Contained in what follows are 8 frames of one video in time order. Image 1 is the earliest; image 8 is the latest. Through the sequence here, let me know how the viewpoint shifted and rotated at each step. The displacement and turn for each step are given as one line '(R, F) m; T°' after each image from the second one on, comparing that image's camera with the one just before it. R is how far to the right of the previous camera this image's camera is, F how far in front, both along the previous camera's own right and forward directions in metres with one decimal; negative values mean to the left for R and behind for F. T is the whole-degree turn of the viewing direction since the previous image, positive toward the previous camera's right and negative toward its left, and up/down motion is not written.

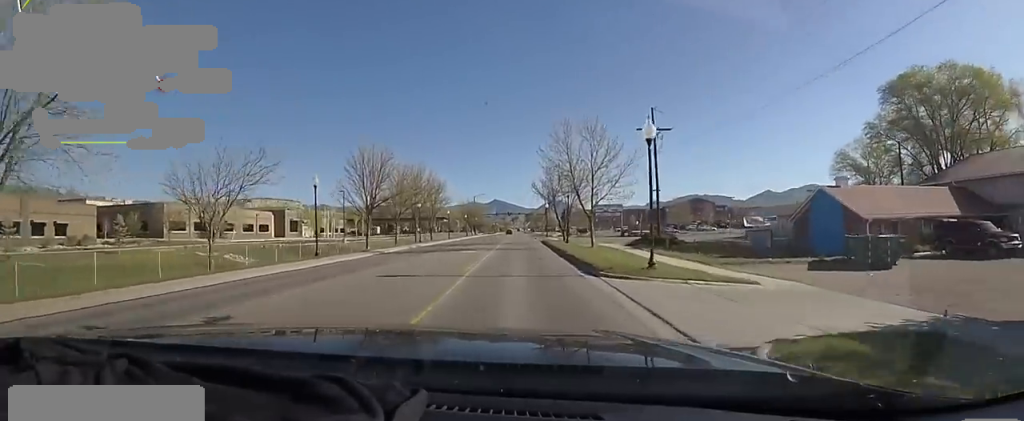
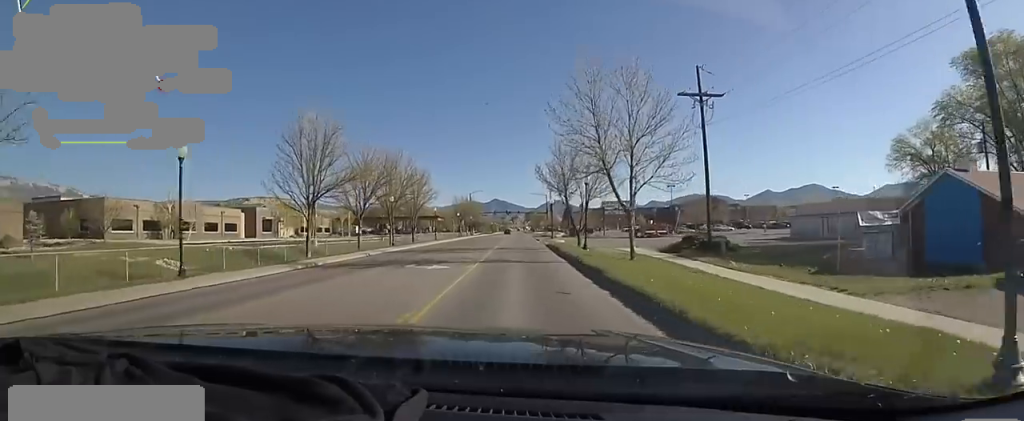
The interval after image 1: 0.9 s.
(0.0, +10.9) m; 0°
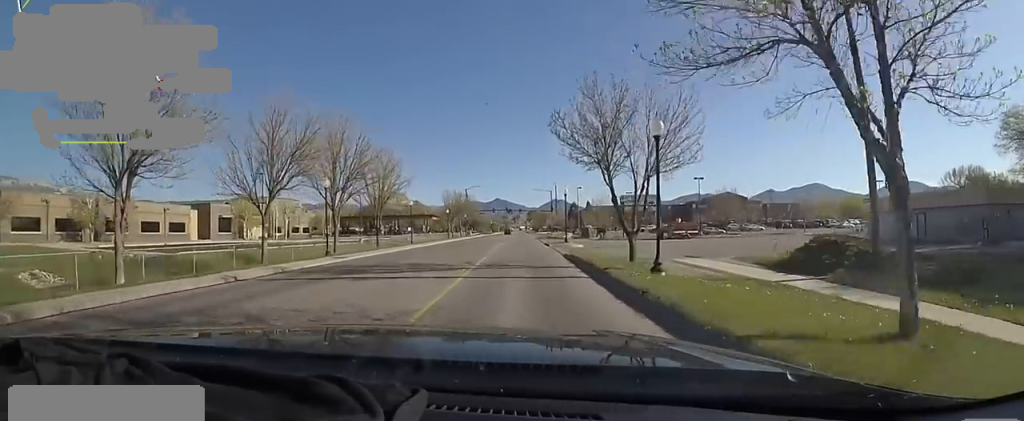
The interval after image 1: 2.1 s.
(0.0, +14.4) m; 0°
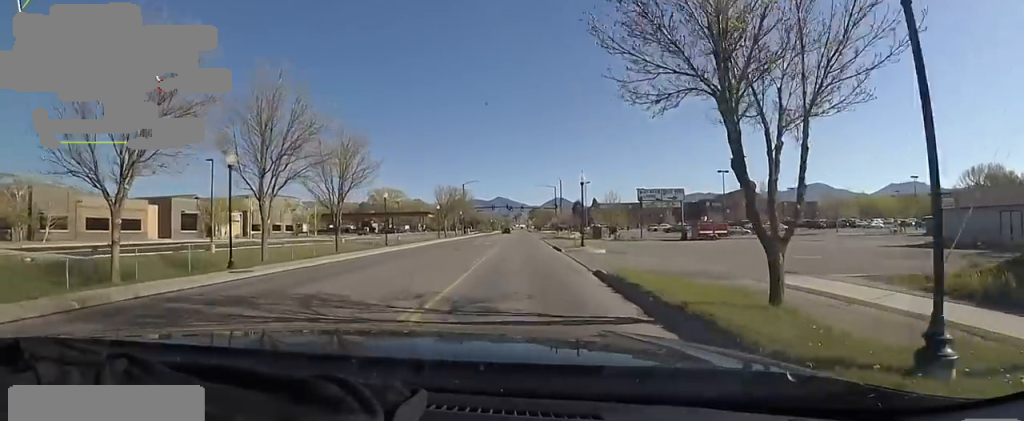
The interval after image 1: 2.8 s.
(0.0, +9.5) m; 0°
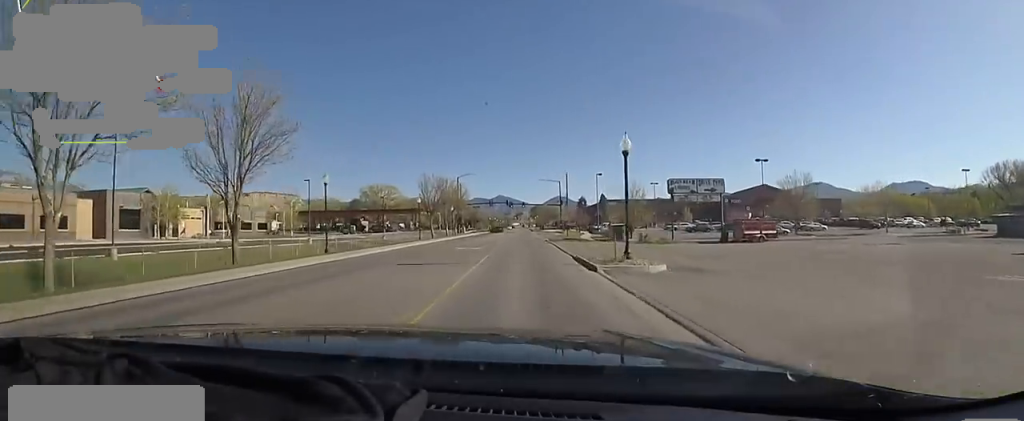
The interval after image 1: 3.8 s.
(0.0, +12.0) m; 0°
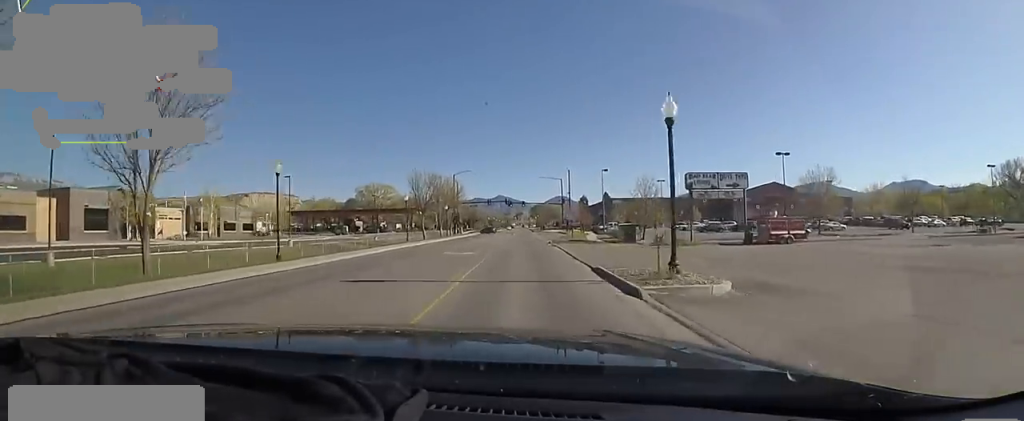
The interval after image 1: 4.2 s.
(0.0, +5.4) m; 0°
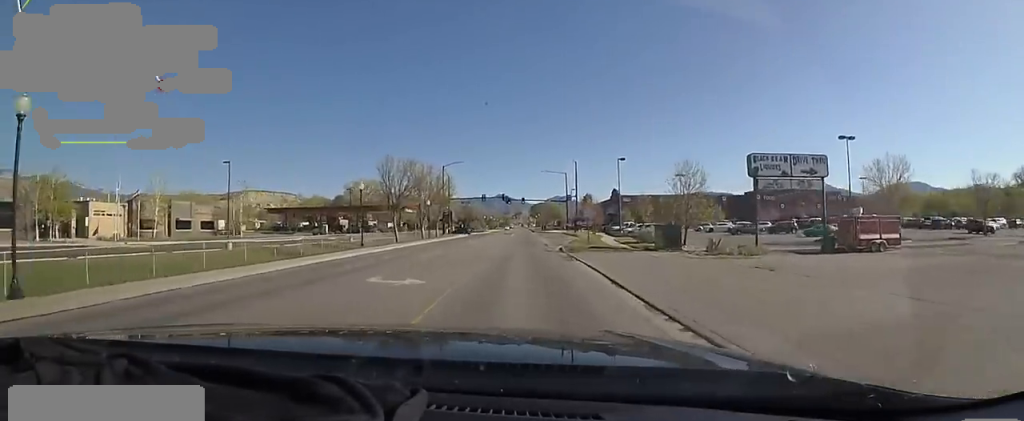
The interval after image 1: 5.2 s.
(0.0, +12.4) m; -1°
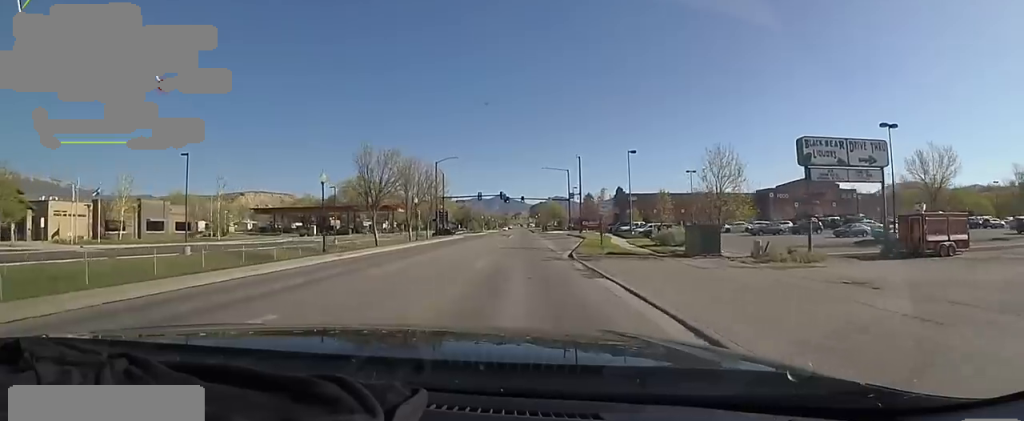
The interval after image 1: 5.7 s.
(+0.1, +6.2) m; -3°
